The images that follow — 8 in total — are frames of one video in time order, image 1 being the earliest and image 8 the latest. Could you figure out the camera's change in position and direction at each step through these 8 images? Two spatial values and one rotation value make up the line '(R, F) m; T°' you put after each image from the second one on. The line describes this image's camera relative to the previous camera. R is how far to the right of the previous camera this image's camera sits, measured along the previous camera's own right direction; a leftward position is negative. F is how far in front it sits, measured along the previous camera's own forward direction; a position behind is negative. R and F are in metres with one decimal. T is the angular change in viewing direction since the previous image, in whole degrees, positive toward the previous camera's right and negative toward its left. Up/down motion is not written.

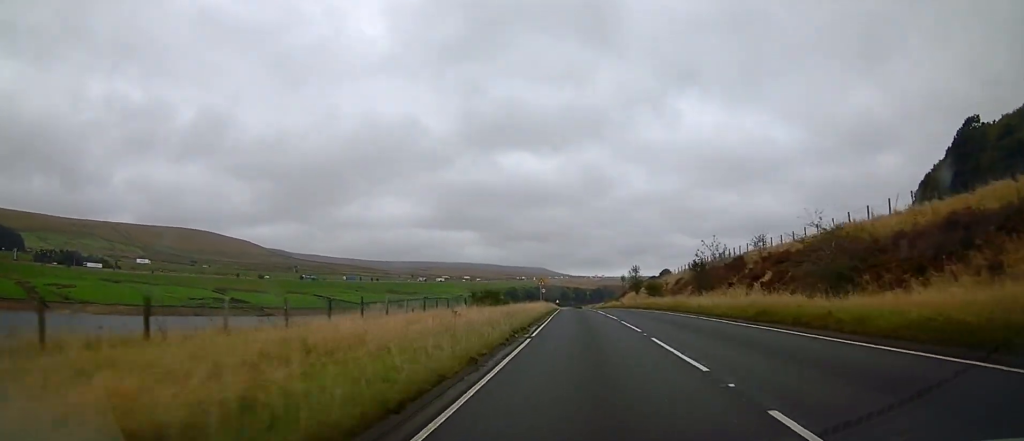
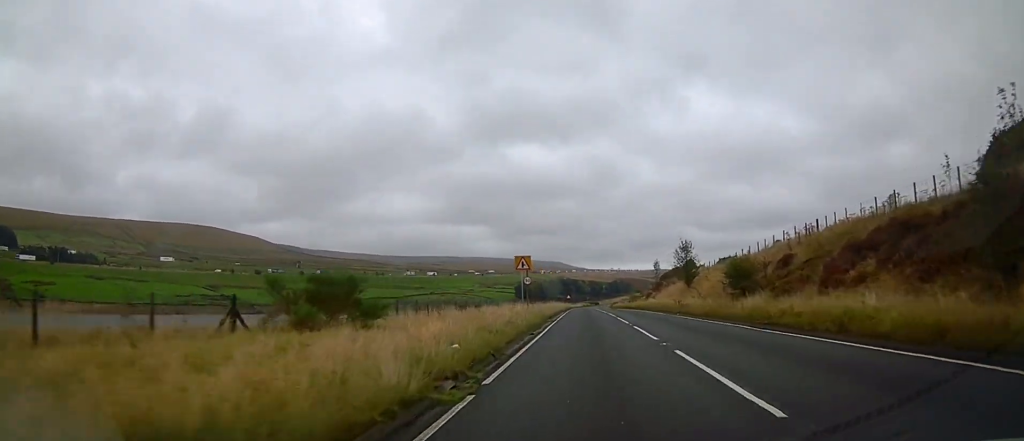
(-0.3, +30.3) m; -2°
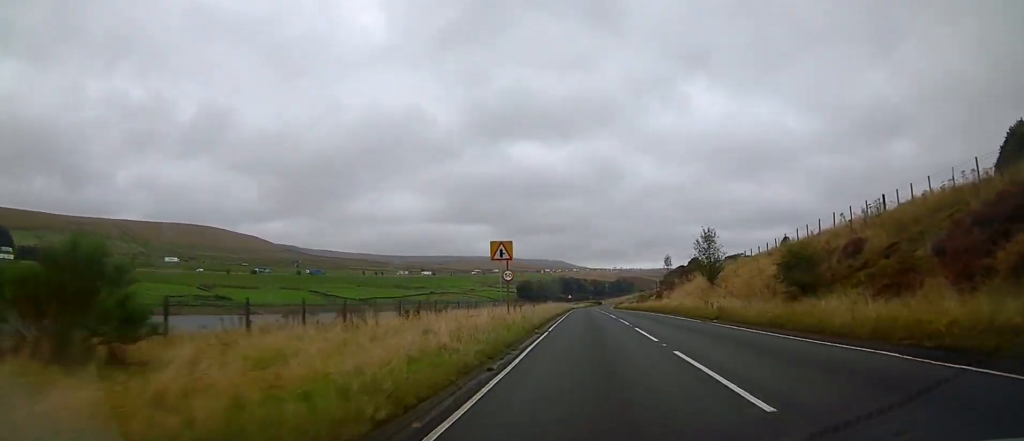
(-0.1, +8.7) m; 0°
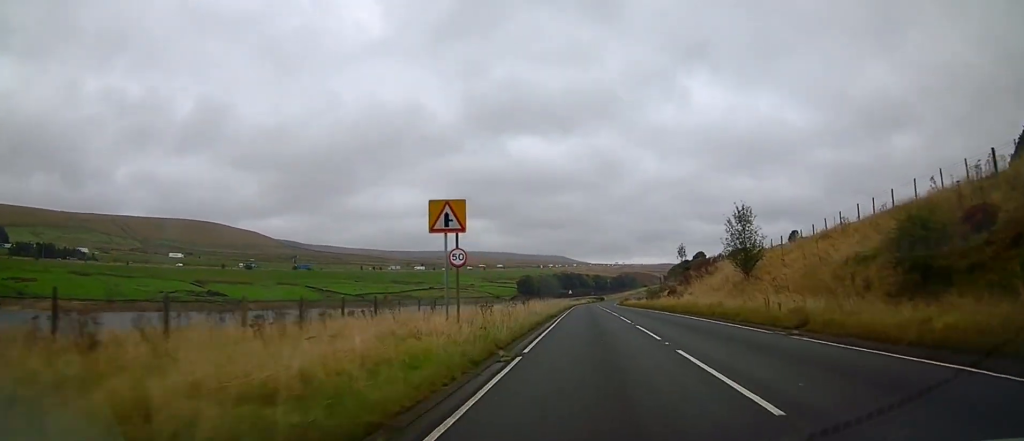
(-0.1, +9.5) m; 0°
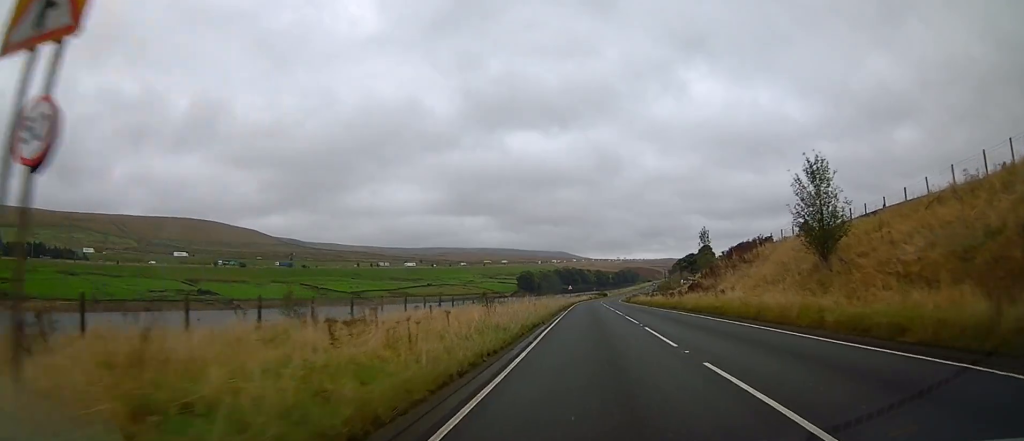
(0.0, +11.3) m; 0°
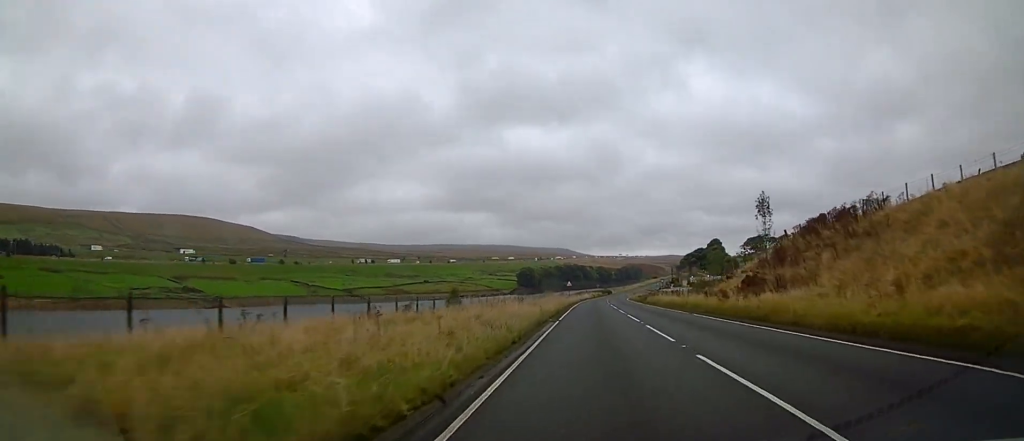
(+0.1, +16.6) m; 0°
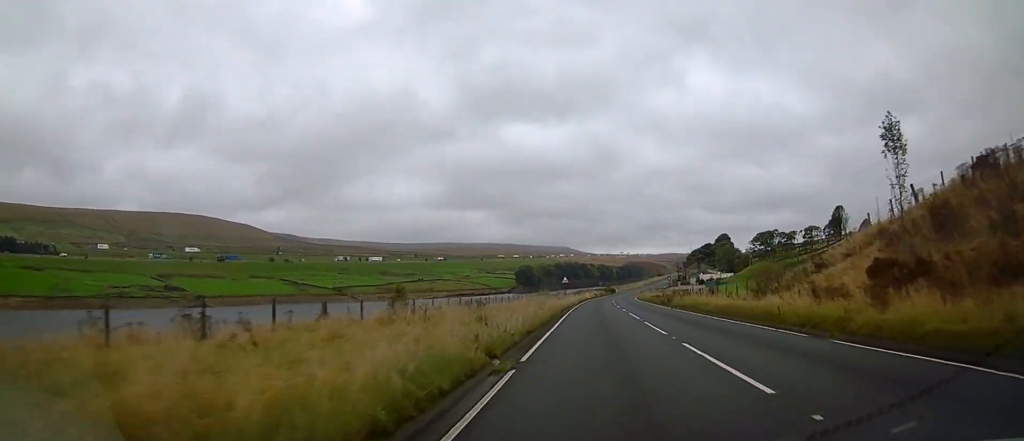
(-0.3, +16.3) m; 0°
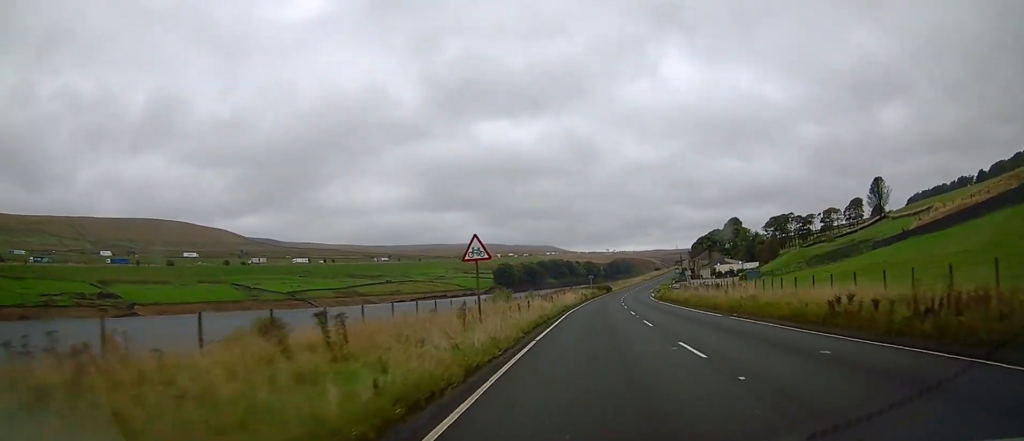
(+0.9, +42.1) m; +2°
